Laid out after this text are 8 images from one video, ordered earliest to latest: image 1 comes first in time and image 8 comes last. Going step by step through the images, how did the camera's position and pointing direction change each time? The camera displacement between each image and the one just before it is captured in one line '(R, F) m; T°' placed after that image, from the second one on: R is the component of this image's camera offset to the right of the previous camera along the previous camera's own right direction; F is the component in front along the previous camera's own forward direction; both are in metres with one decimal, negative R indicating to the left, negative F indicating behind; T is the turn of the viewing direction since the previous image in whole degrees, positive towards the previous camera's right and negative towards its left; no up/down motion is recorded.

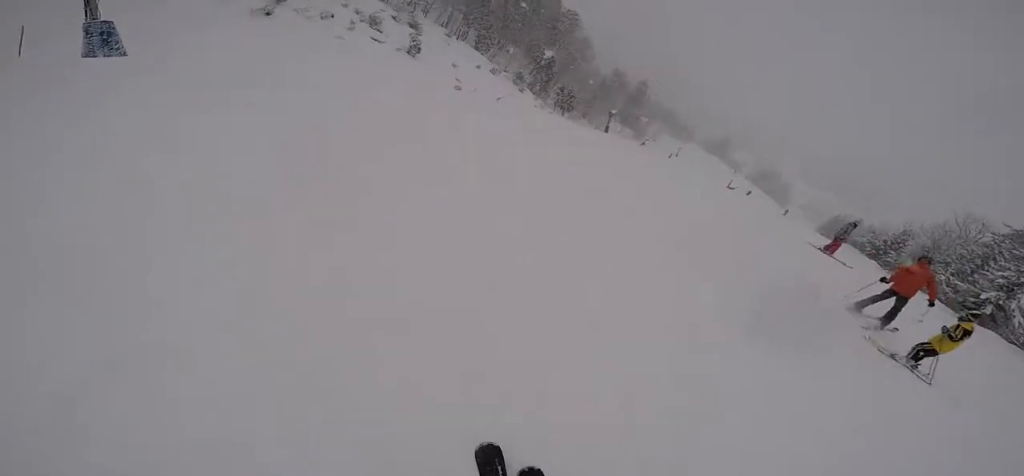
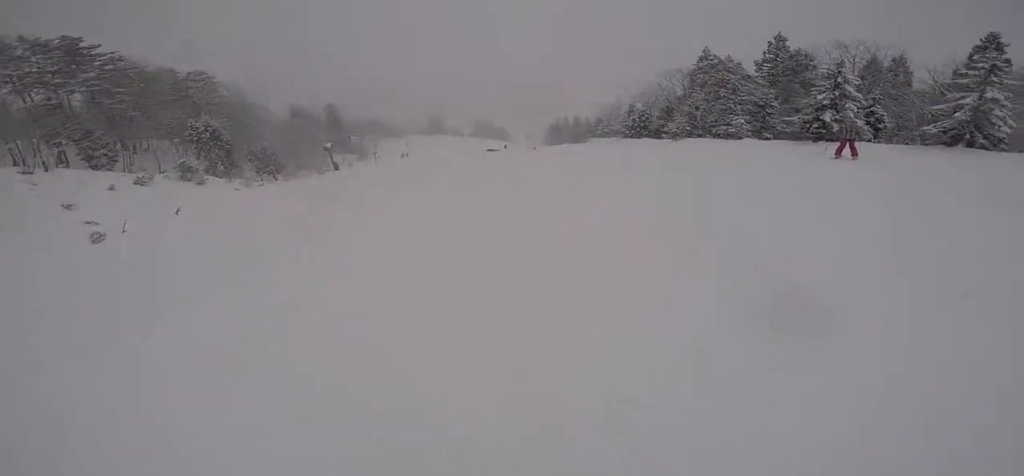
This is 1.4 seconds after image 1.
(+0.4, +8.6) m; +19°
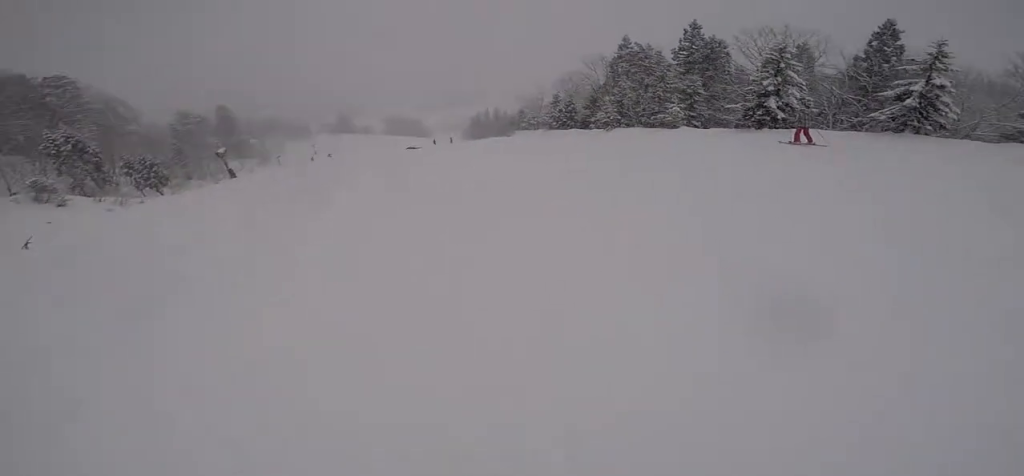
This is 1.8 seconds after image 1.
(+0.4, +2.7) m; +3°
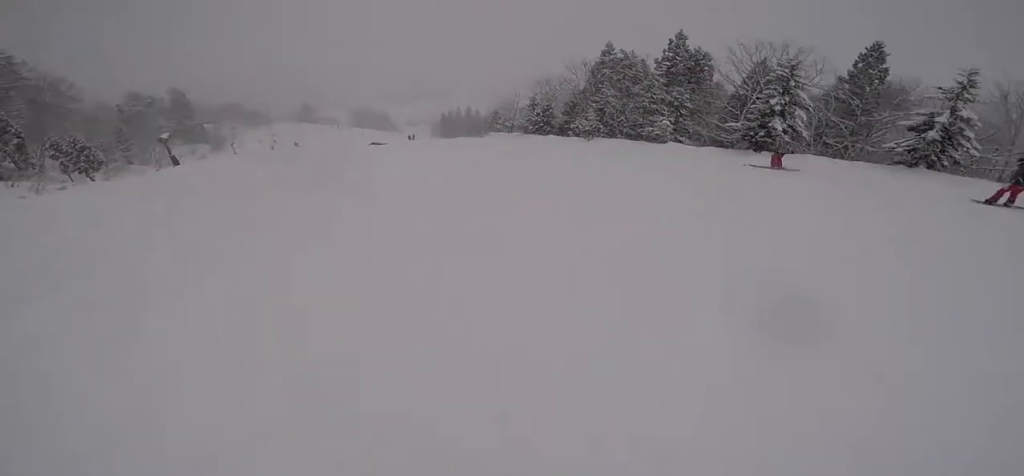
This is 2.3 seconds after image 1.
(+0.7, +2.6) m; -1°
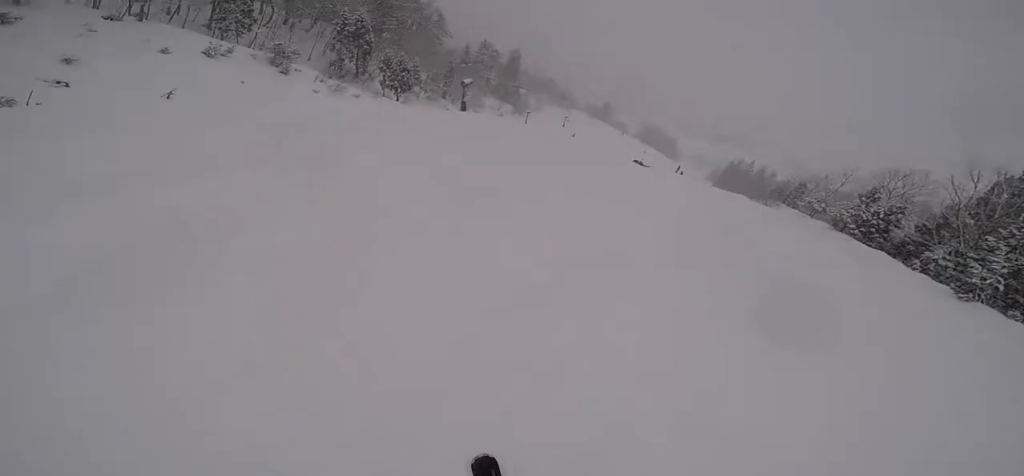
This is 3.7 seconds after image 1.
(-1.9, +8.7) m; -22°
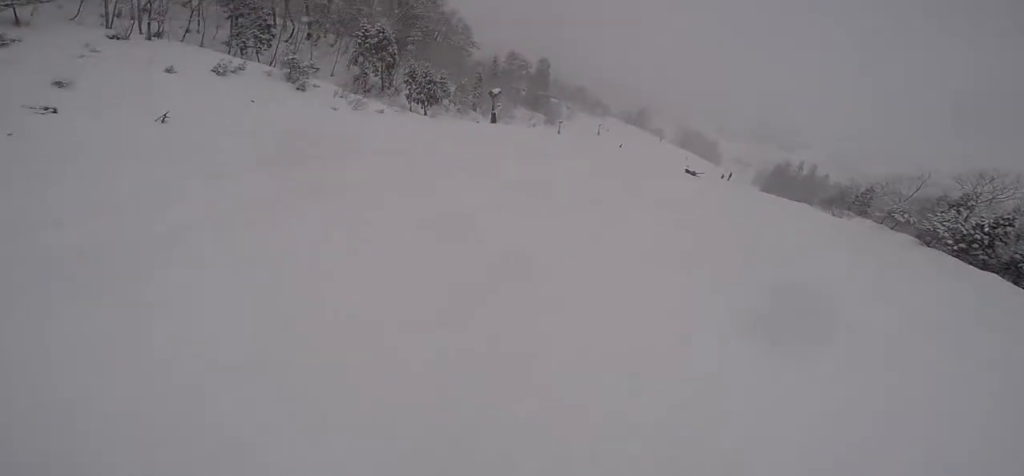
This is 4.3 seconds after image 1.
(-0.5, +3.6) m; +1°
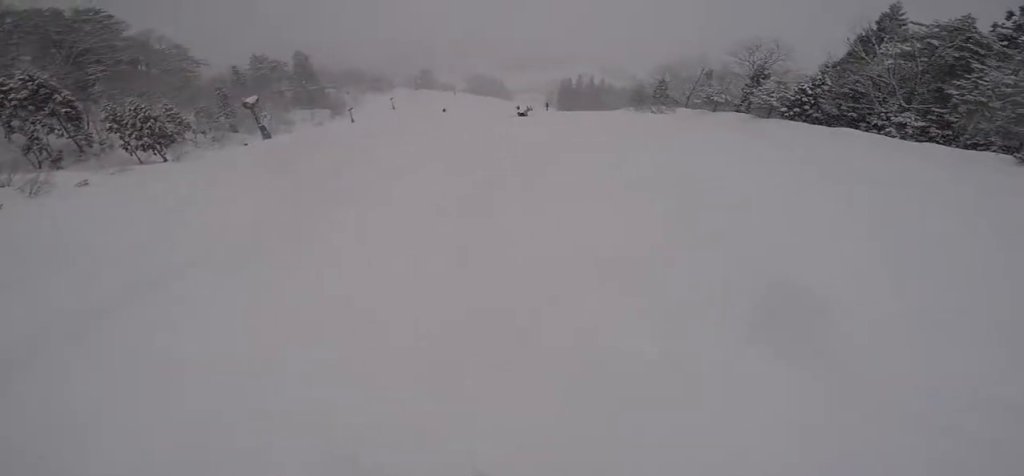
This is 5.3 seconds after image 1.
(+0.6, +6.2) m; +8°
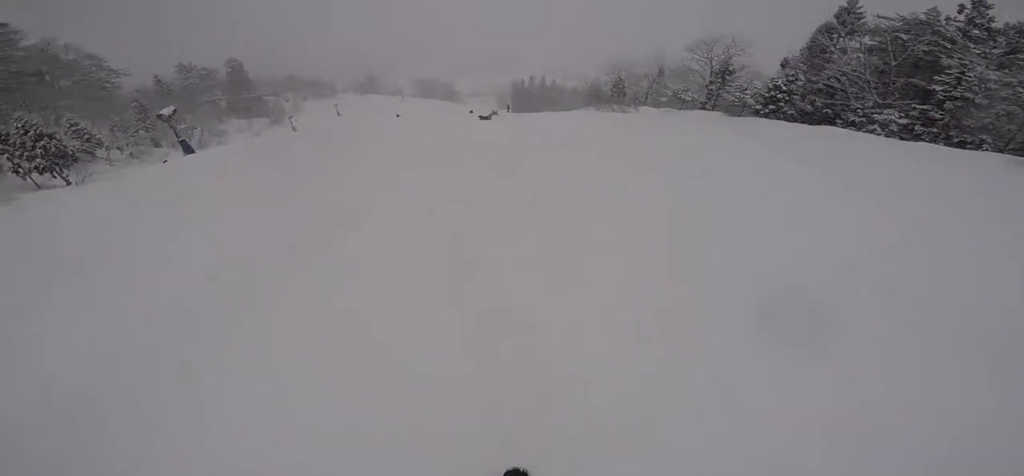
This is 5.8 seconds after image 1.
(+0.1, +2.8) m; +2°
